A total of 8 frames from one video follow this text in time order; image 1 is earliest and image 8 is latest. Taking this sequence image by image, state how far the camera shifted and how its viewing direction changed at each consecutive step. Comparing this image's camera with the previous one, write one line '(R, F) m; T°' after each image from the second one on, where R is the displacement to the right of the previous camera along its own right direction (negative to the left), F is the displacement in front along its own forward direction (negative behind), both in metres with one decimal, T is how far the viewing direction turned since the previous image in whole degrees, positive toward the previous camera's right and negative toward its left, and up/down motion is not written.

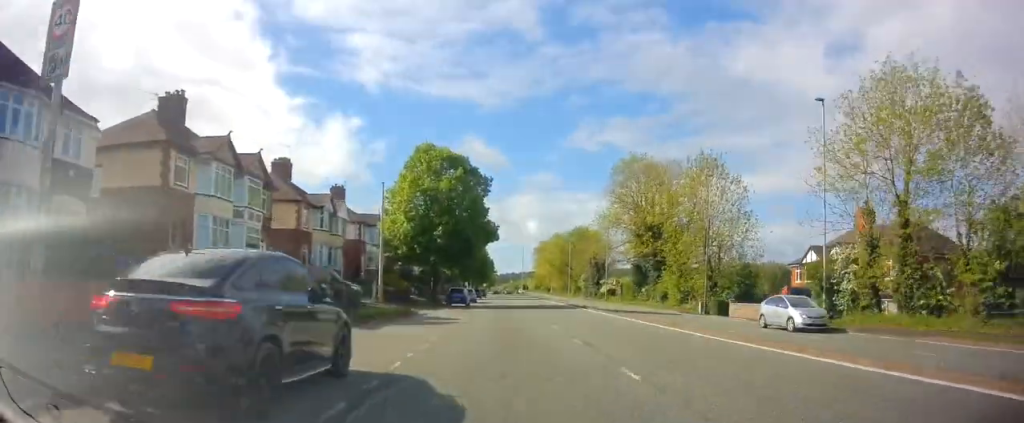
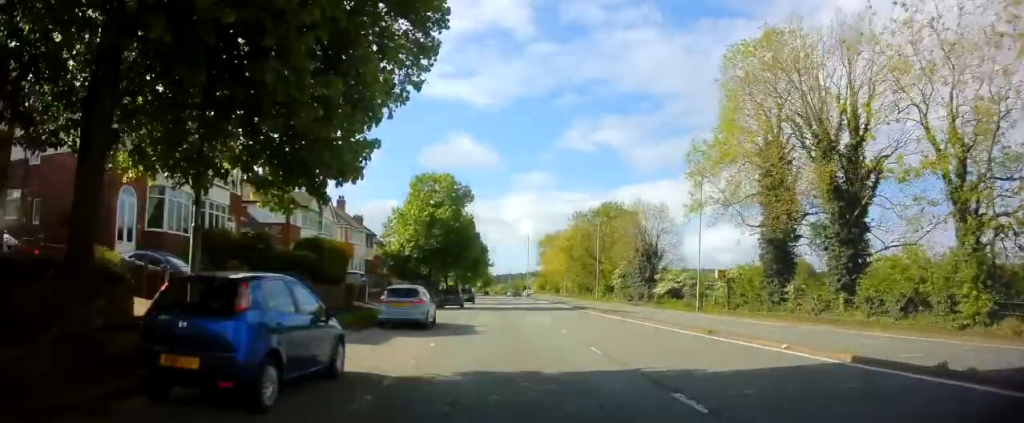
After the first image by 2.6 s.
(+0.5, +38.4) m; +1°
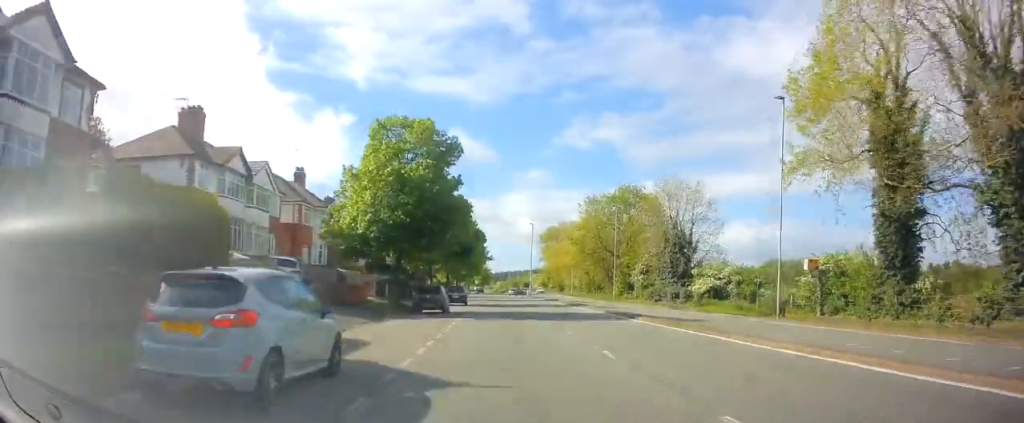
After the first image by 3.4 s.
(0.0, +13.3) m; 0°
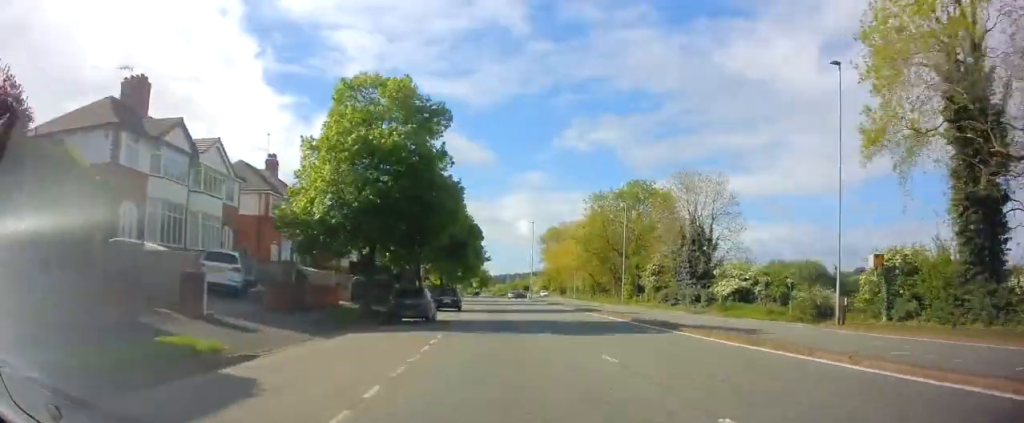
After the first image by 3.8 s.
(0.0, +6.2) m; 0°
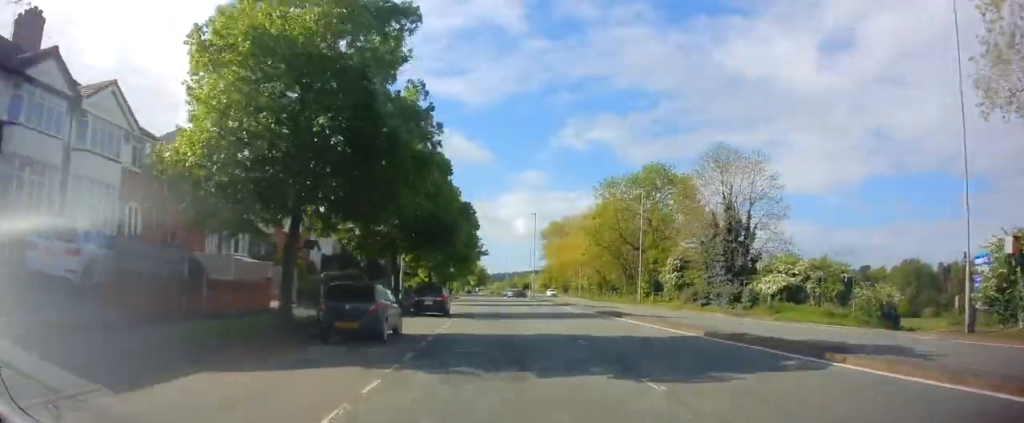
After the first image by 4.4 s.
(0.0, +8.8) m; 0°
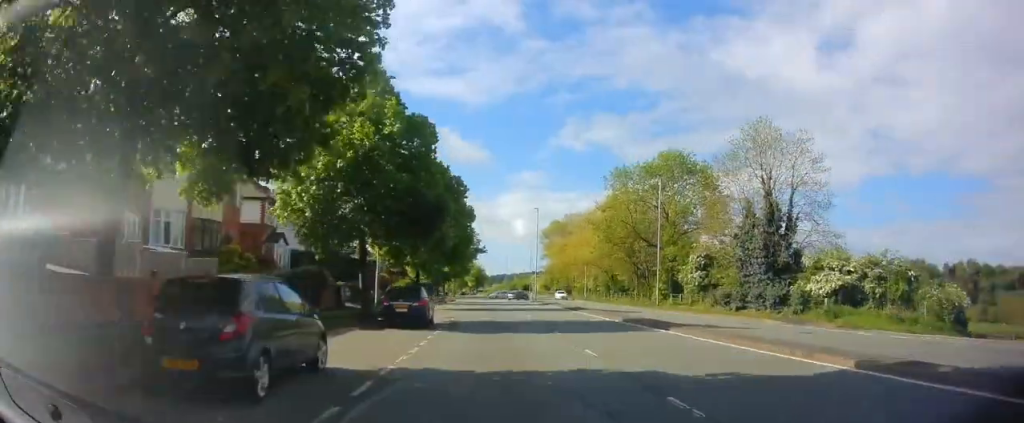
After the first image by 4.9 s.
(0.0, +7.2) m; 0°
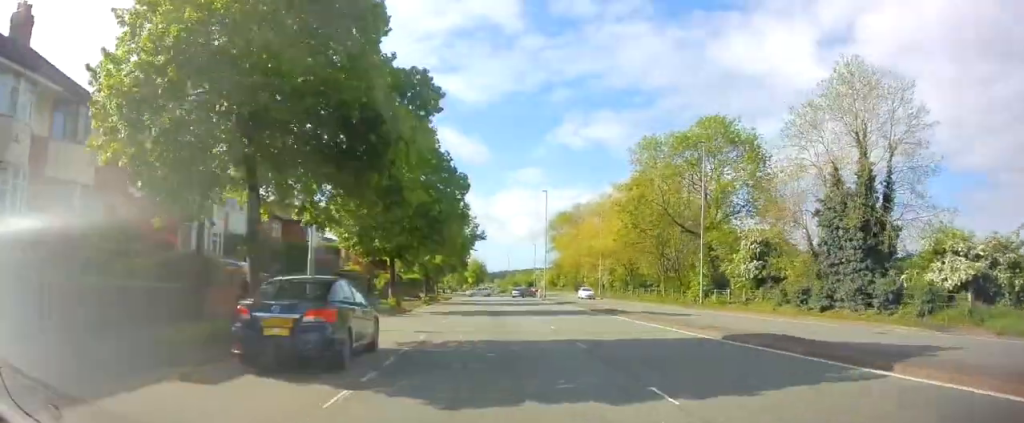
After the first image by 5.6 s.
(+0.1, +11.1) m; 0°
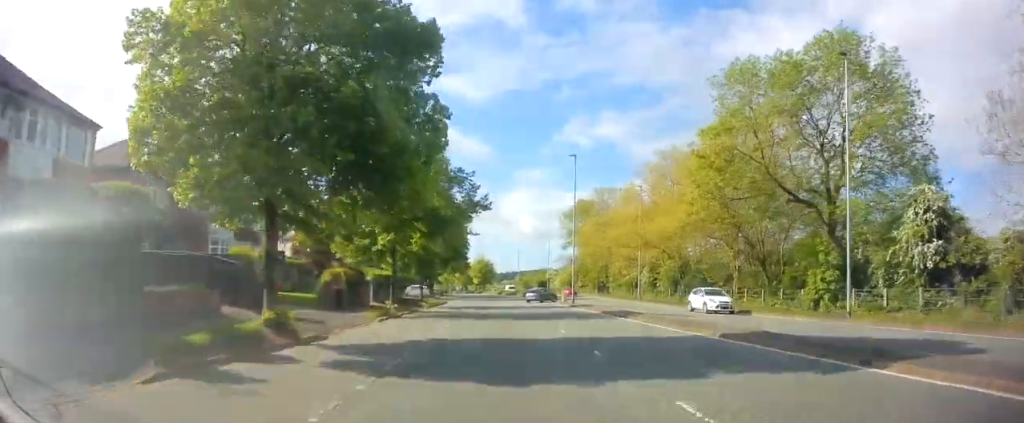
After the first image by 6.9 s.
(0.0, +18.6) m; -1°
